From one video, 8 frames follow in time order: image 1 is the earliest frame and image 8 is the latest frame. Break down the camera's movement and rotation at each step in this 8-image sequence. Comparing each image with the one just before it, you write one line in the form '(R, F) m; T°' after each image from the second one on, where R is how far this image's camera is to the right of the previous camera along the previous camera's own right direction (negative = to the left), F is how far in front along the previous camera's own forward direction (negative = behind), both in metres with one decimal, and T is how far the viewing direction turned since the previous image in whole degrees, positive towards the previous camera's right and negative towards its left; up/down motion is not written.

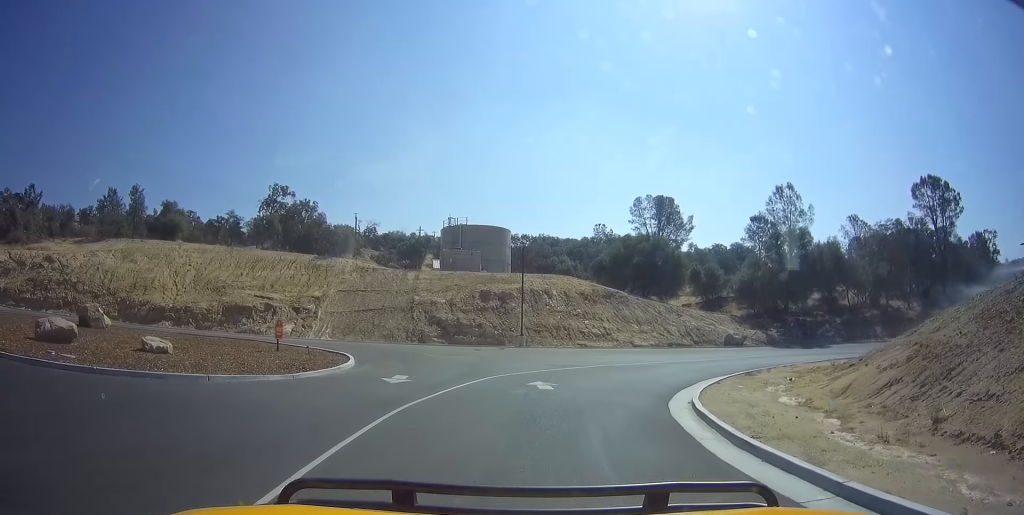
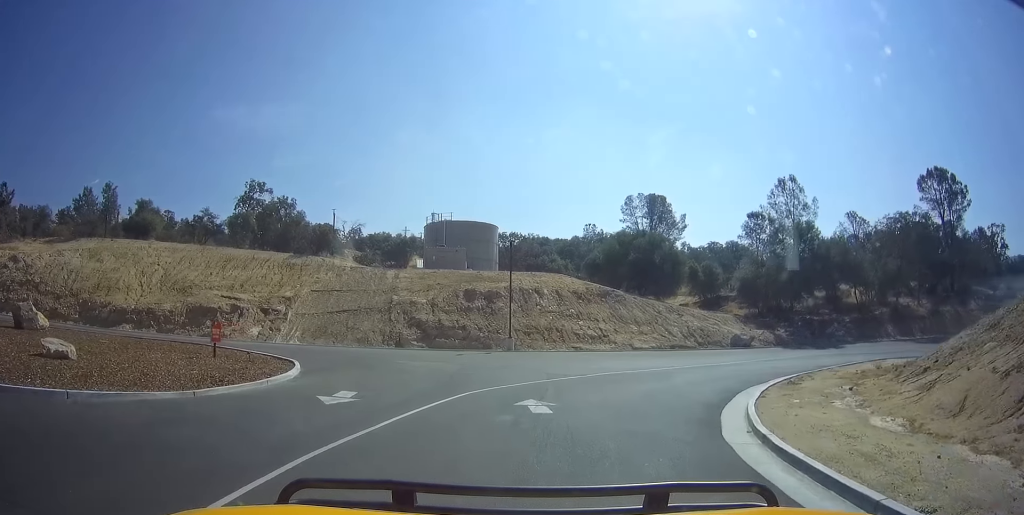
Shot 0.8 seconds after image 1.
(0.0, +4.4) m; +3°
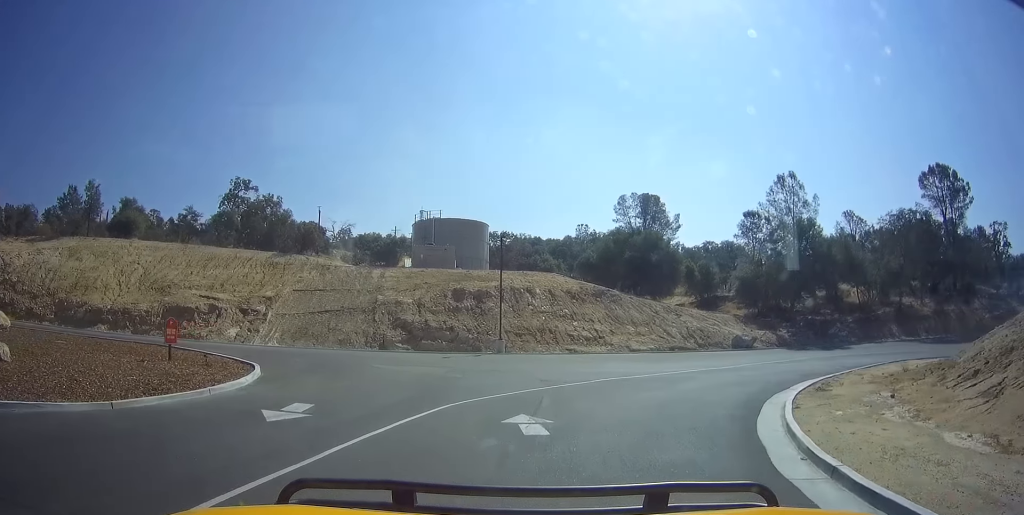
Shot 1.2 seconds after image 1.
(0.0, +2.4) m; +5°
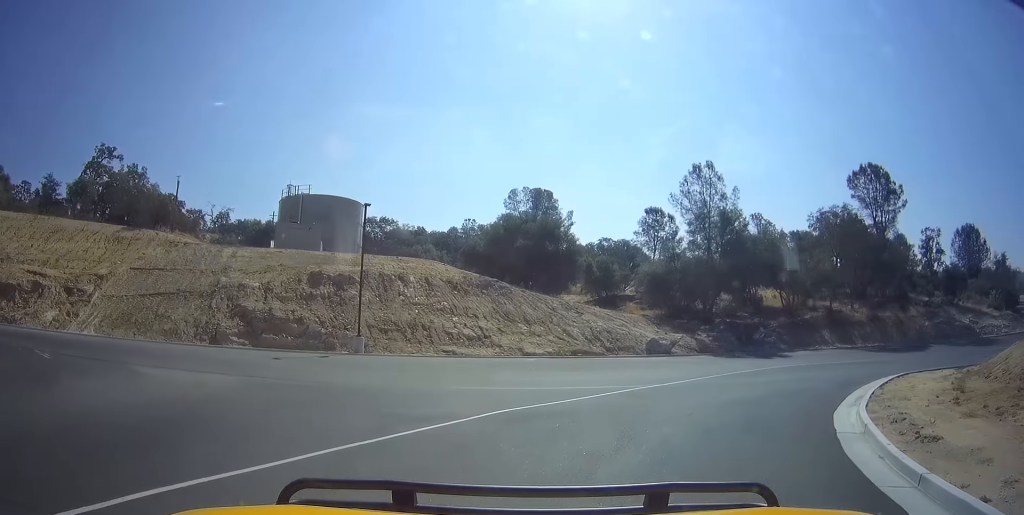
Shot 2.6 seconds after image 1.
(+1.2, +8.4) m; +15°
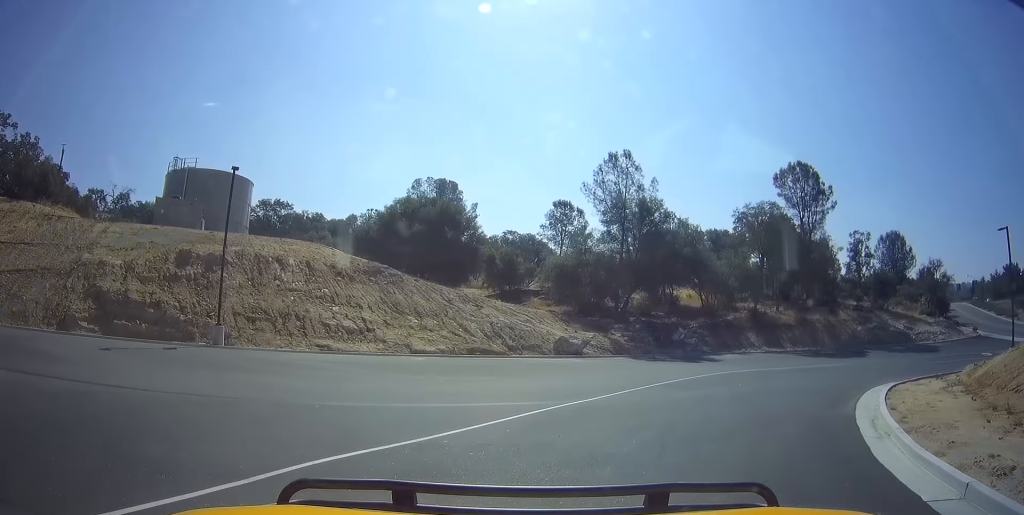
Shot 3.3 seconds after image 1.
(+0.2, +5.1) m; +9°
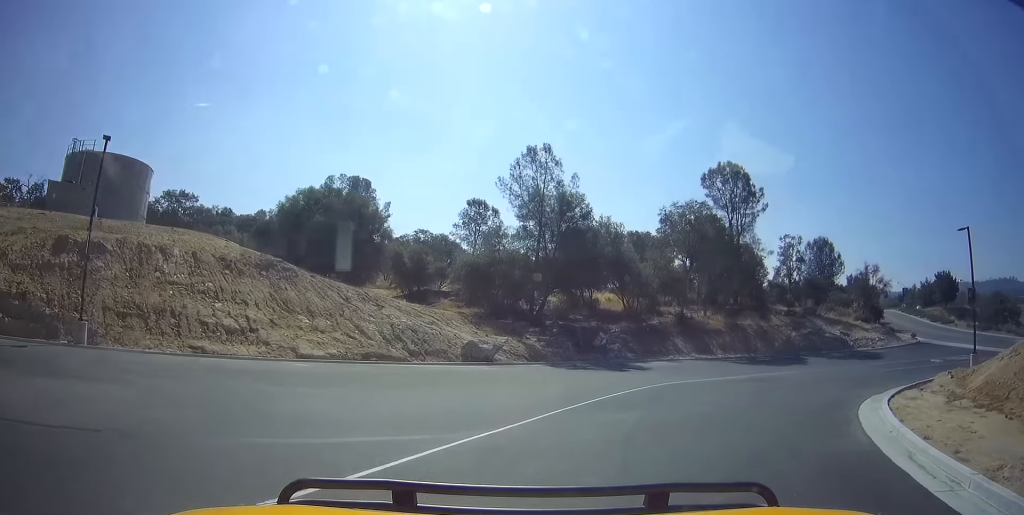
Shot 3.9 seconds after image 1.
(+0.2, +3.9) m; +10°
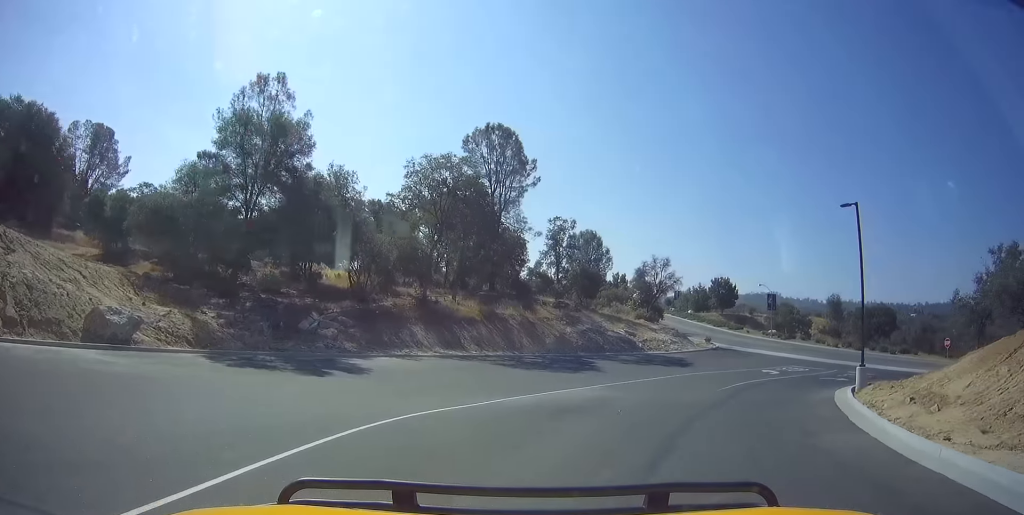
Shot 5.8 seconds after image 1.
(+3.8, +11.5) m; +30°
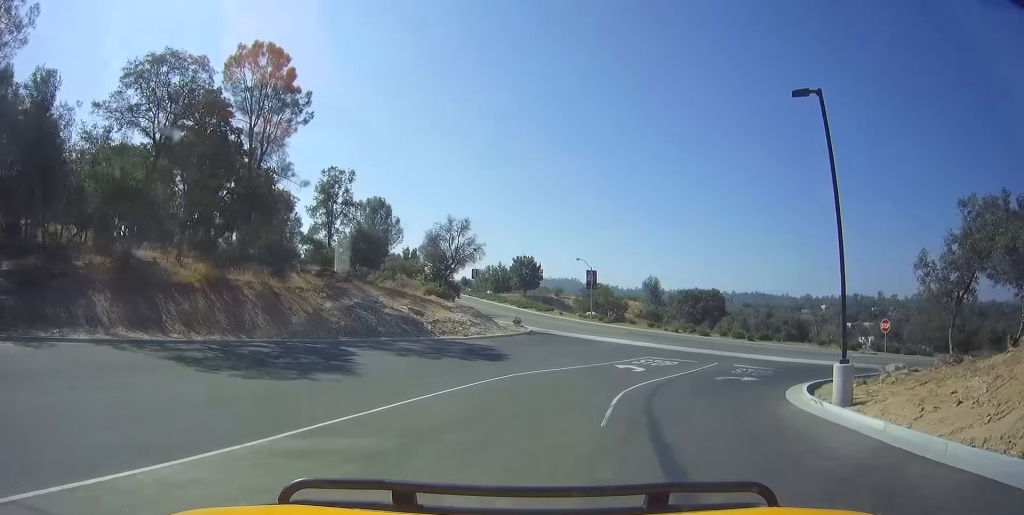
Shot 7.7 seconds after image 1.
(+1.6, +12.9) m; +18°
